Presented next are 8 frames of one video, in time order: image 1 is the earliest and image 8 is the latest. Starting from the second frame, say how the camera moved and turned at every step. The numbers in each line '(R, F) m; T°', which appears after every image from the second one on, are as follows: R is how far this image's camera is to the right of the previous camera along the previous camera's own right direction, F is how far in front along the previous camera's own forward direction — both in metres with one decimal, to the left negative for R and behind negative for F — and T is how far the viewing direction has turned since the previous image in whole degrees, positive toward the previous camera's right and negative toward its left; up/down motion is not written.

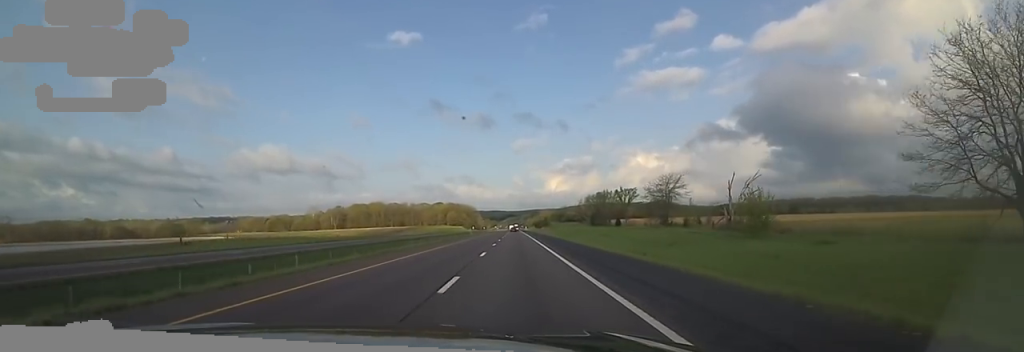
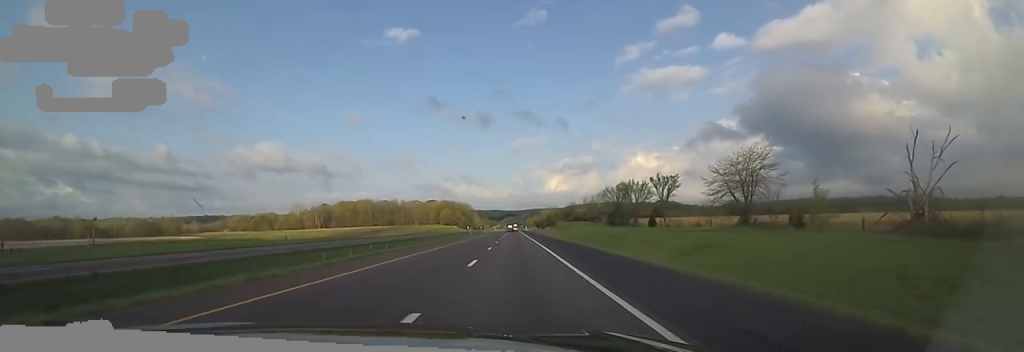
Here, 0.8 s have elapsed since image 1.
(-0.1, +30.0) m; +1°
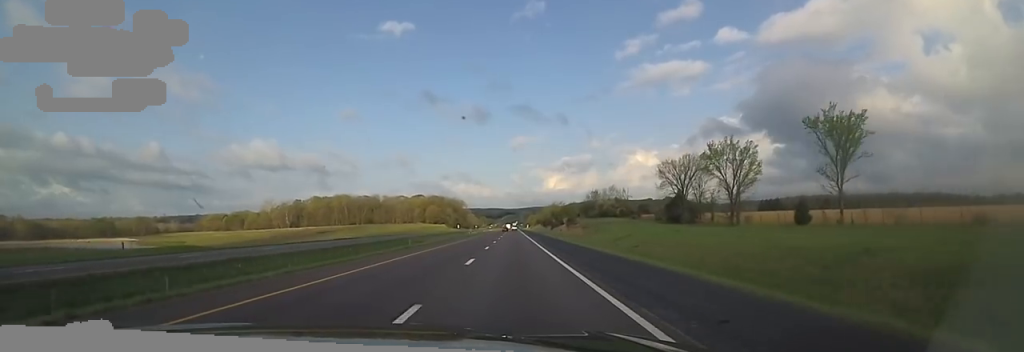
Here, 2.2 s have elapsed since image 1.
(+1.1, +47.8) m; -1°
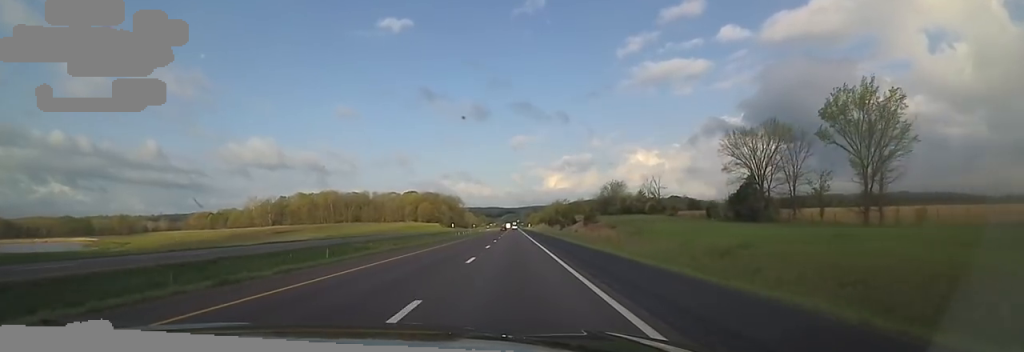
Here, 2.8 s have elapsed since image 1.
(-0.6, +23.9) m; -1°
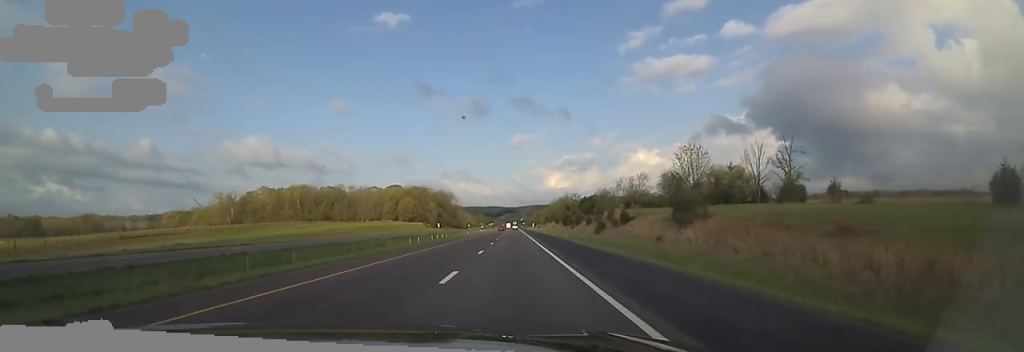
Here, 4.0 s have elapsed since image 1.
(+0.1, +43.1) m; +2°
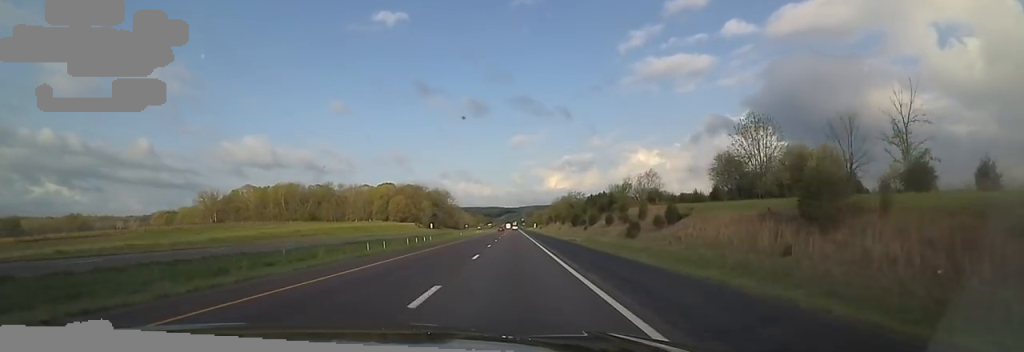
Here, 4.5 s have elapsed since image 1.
(+0.3, +15.6) m; +1°
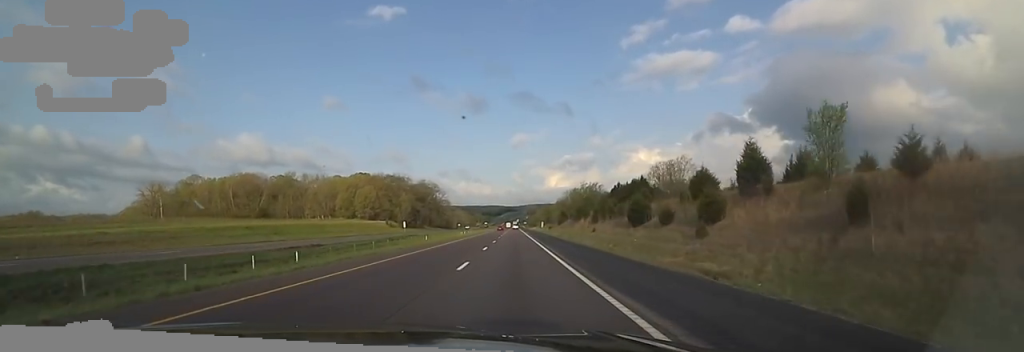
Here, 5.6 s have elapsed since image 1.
(-0.7, +42.0) m; -3°
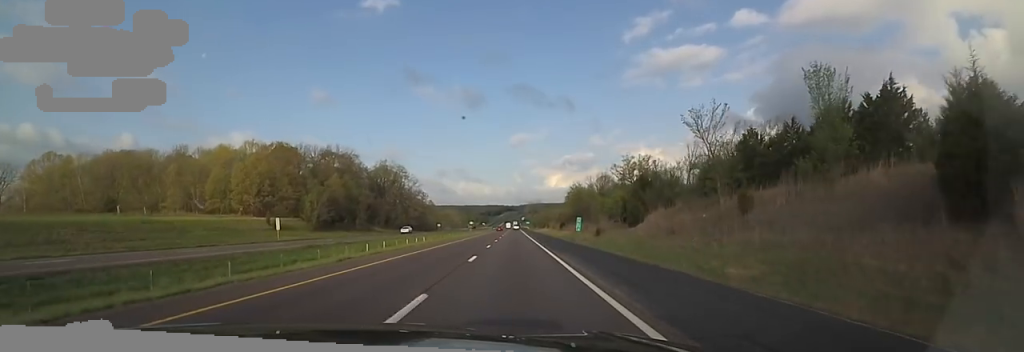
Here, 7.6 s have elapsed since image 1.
(+0.2, +69.4) m; 0°
